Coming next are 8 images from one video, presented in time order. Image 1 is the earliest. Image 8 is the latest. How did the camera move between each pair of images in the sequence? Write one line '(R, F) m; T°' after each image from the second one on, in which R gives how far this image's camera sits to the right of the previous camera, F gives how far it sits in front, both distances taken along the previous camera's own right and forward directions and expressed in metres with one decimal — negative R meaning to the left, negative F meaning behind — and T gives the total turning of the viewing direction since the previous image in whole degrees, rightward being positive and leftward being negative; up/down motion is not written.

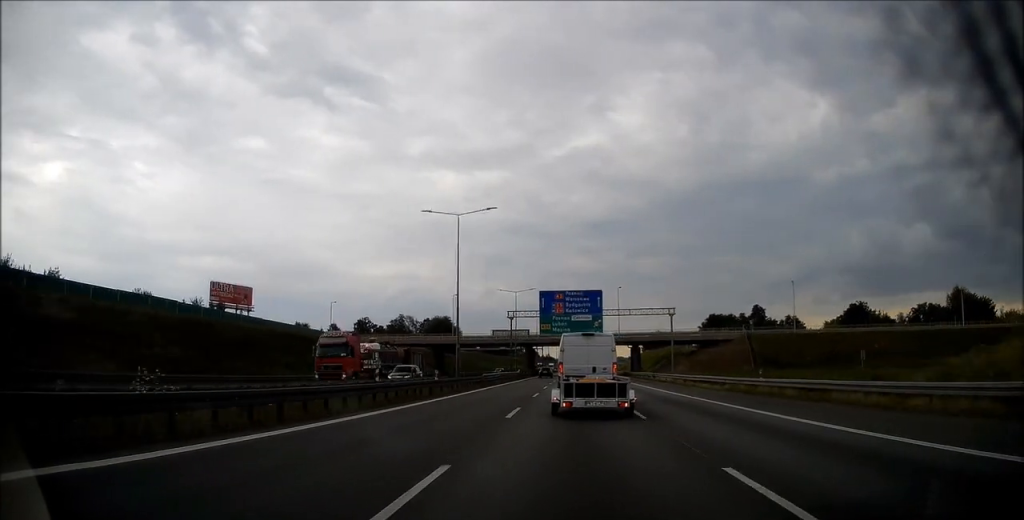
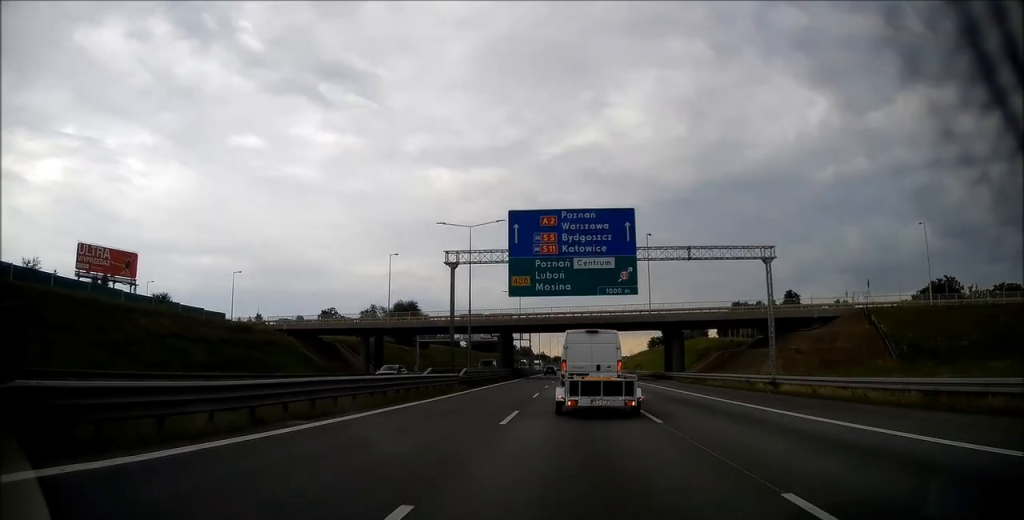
(+0.2, +38.9) m; 0°
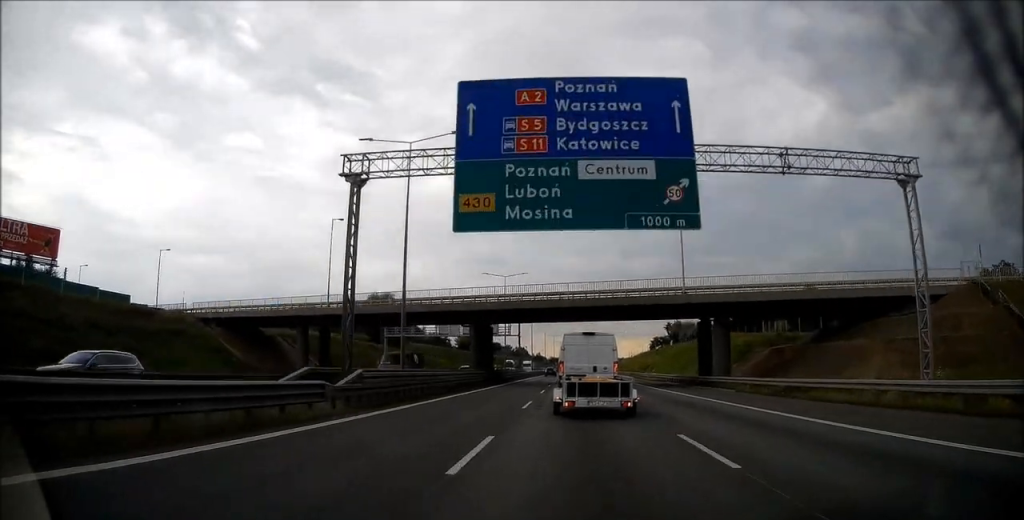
(-0.4, +18.7) m; +1°
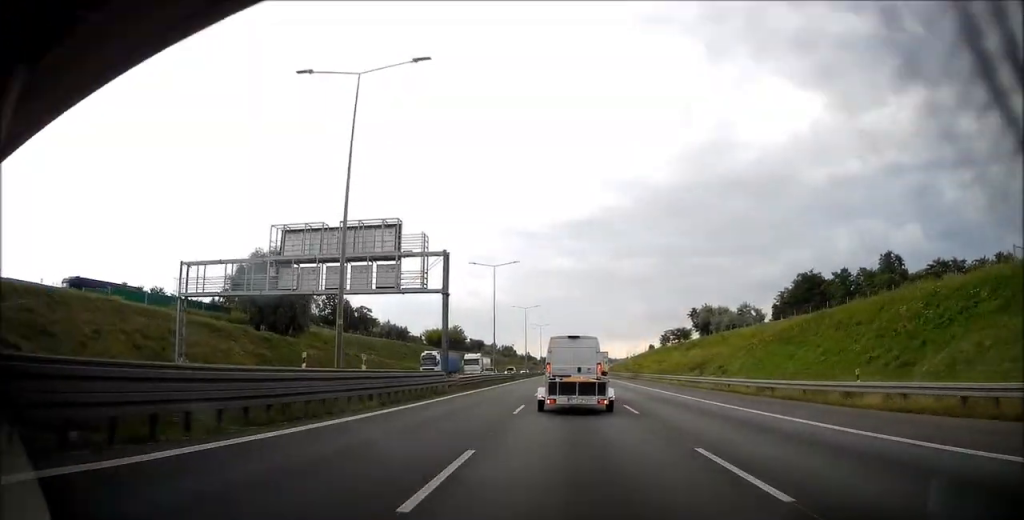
(+0.9, +50.8) m; +1°
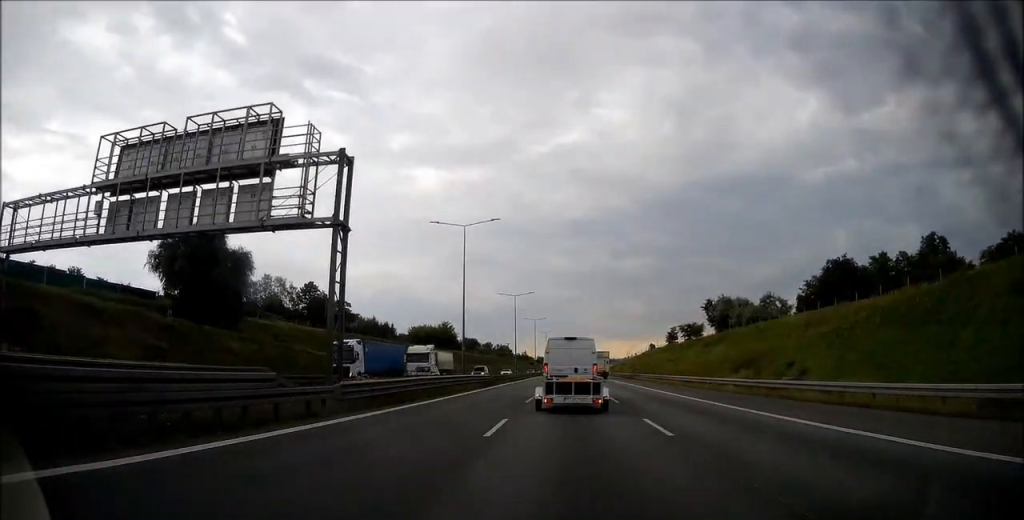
(+0.1, +18.0) m; 0°
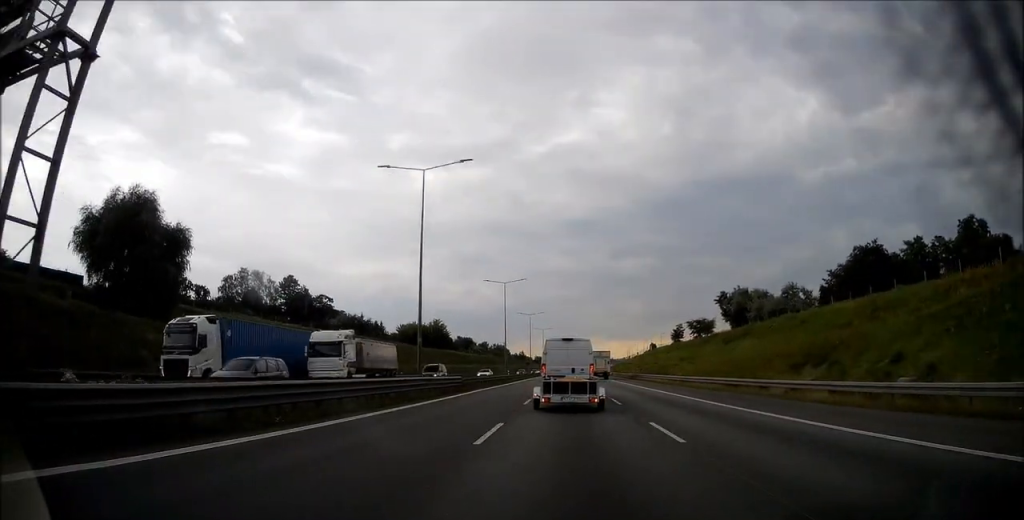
(+0.1, +13.2) m; 0°
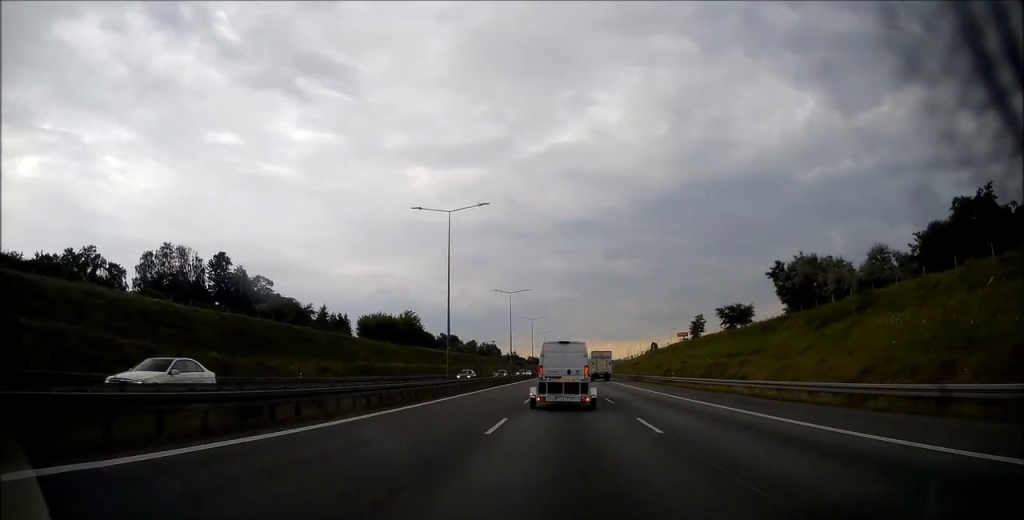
(0.0, +34.1) m; 0°
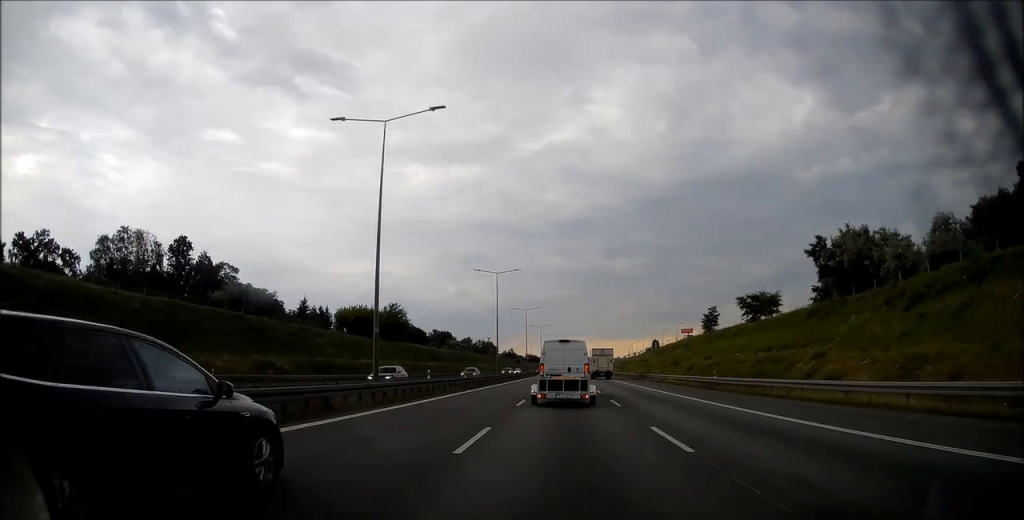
(0.0, +15.3) m; 0°
